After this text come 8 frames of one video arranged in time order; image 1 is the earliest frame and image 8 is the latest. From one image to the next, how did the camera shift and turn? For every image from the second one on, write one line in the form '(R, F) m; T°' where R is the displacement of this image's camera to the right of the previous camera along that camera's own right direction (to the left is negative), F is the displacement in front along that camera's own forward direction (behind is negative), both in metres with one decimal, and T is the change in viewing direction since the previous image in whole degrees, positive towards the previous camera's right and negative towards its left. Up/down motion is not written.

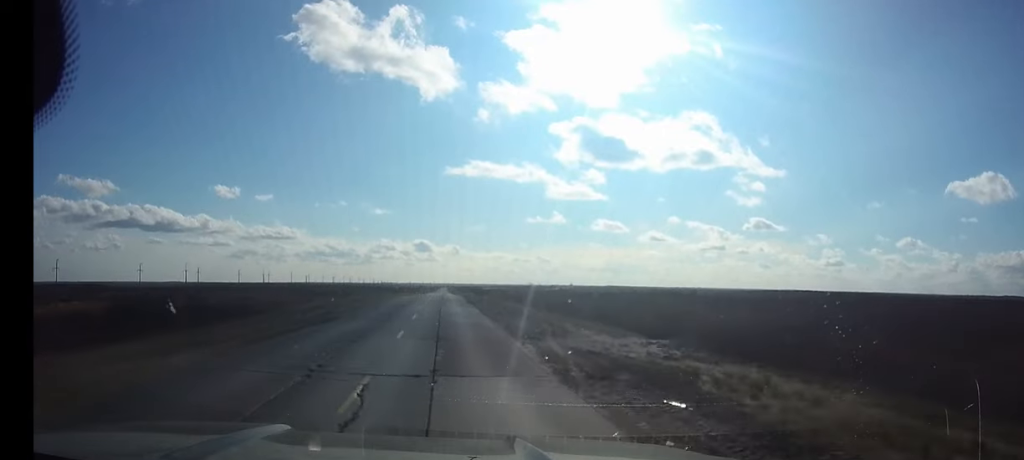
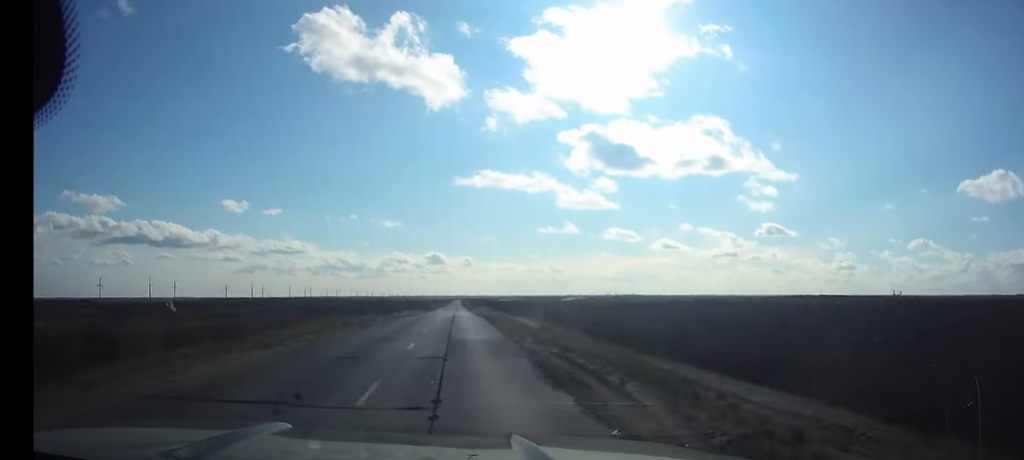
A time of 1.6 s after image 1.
(-0.1, +33.8) m; 0°
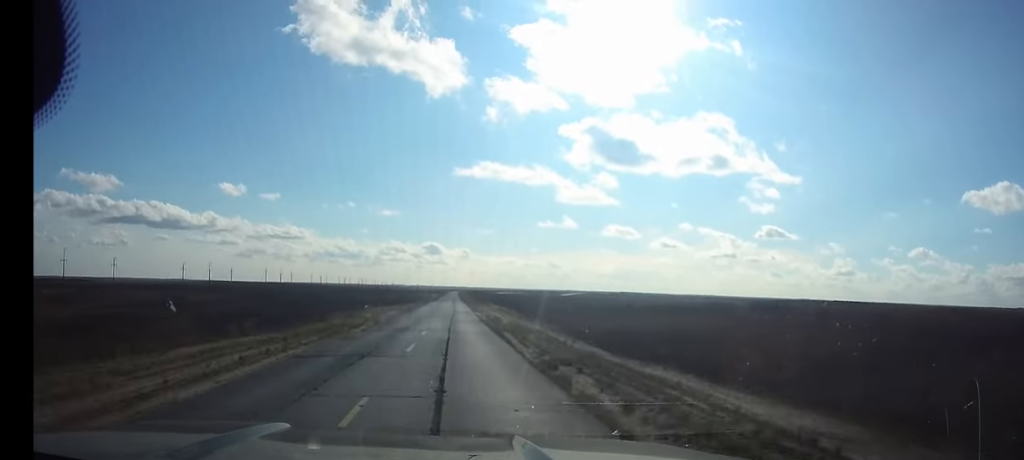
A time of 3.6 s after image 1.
(+0.1, +41.6) m; 0°
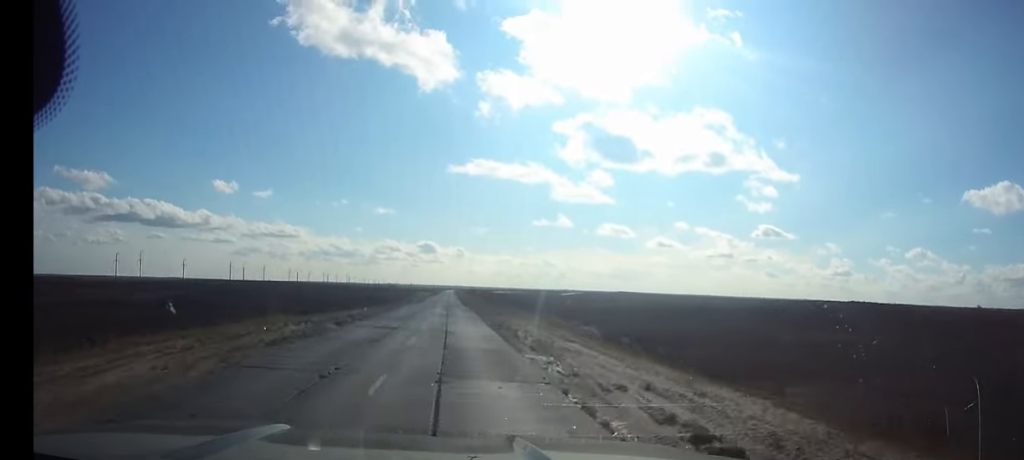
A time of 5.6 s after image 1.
(-0.1, +45.9) m; 0°
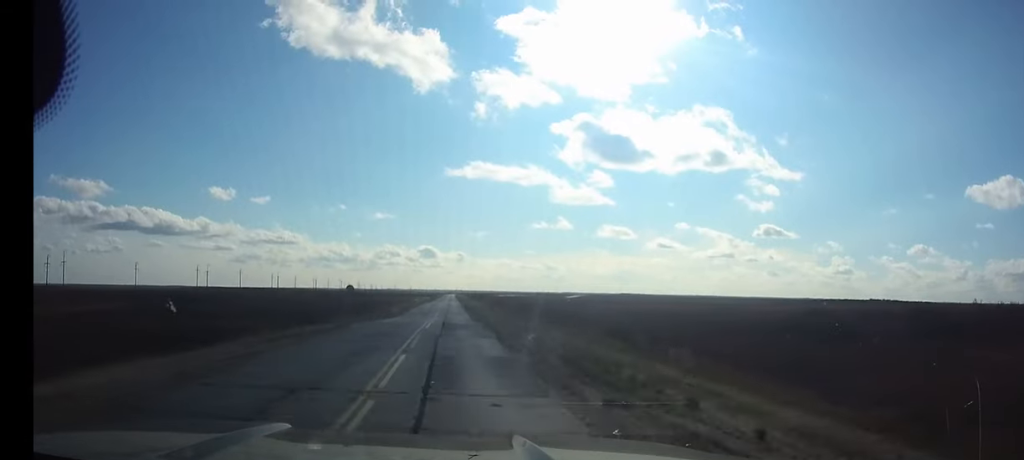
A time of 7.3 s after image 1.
(-0.1, +35.8) m; 0°
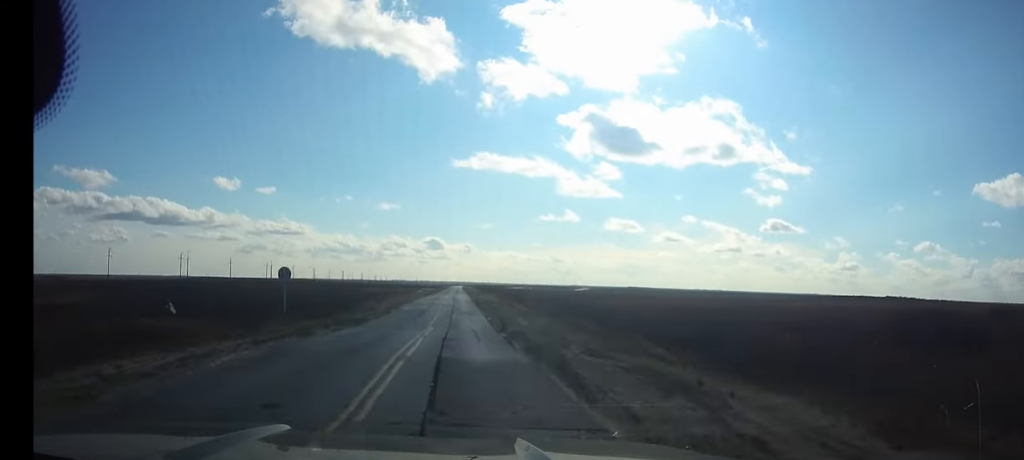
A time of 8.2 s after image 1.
(0.0, +20.0) m; 0°
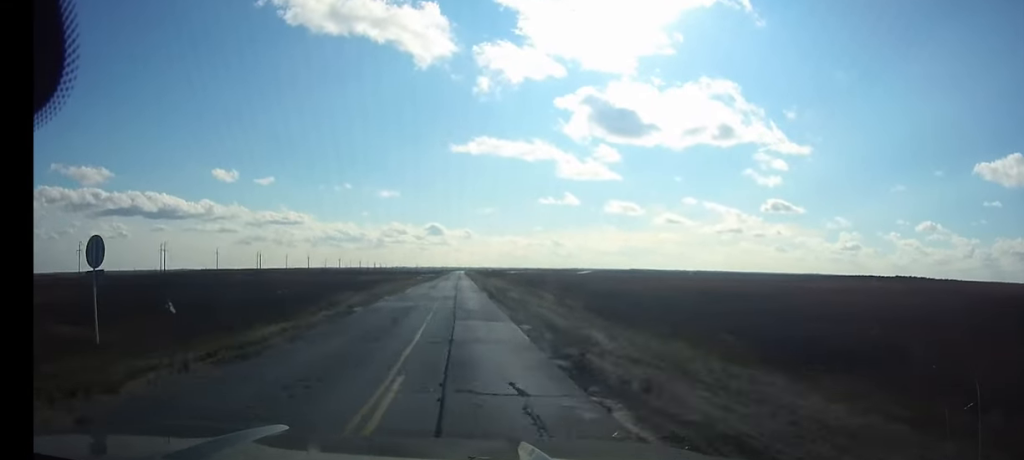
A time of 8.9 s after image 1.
(0.0, +16.2) m; 0°
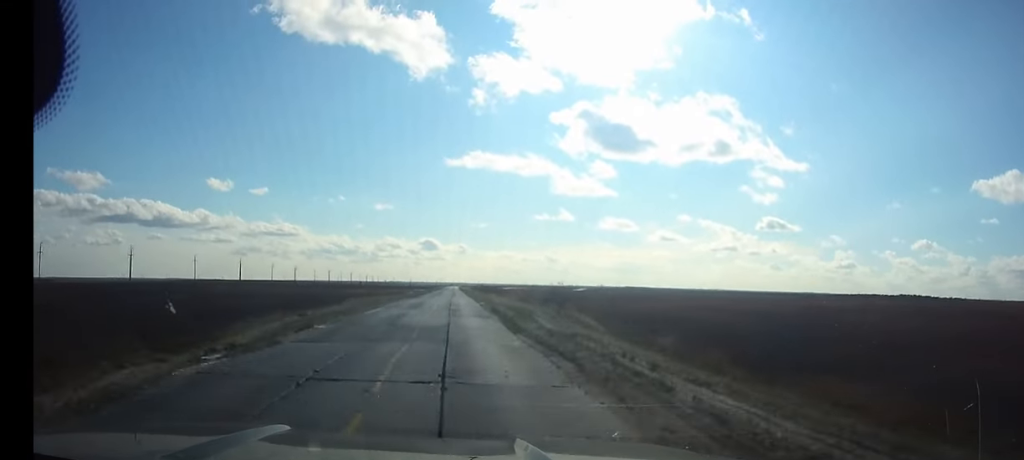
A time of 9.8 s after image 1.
(0.0, +17.5) m; 0°
